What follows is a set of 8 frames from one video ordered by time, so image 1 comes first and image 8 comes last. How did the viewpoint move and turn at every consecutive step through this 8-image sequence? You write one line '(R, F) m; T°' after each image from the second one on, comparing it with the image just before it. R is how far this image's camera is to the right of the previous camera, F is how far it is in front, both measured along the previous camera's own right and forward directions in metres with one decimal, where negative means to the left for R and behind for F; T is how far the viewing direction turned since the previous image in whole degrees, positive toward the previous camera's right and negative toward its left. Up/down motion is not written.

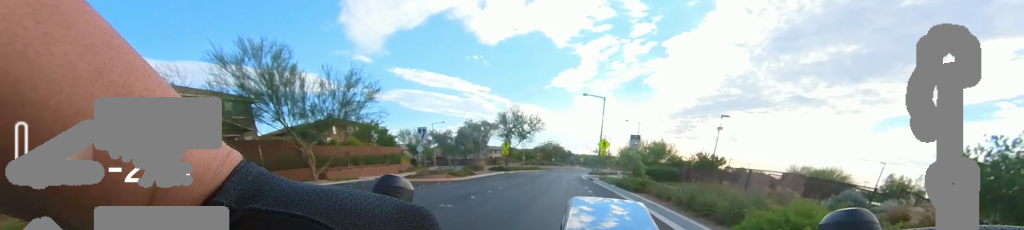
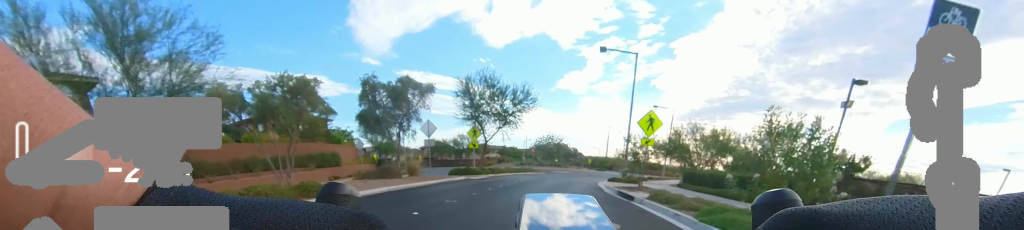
(+1.0, +13.9) m; +4°
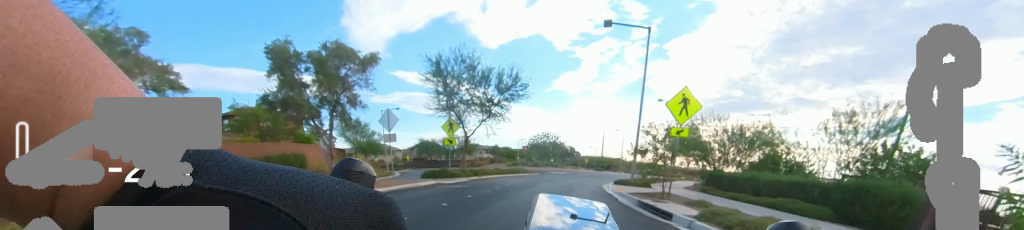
(0.0, +4.1) m; +1°
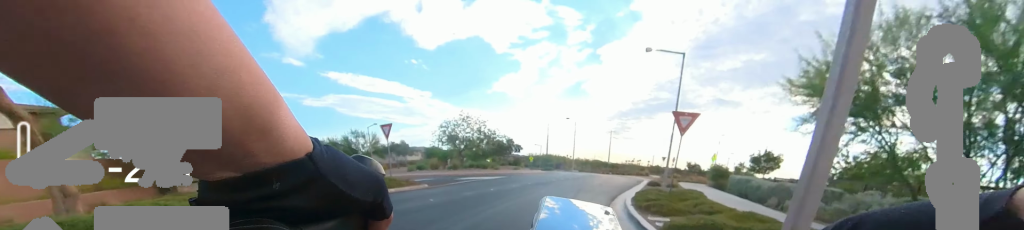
(+1.9, +16.6) m; +7°
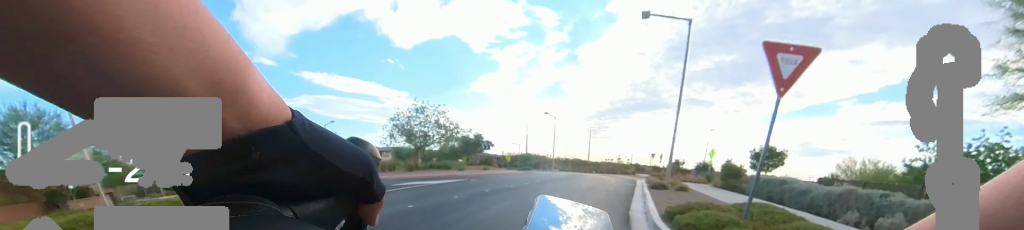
(-0.4, +5.0) m; +6°
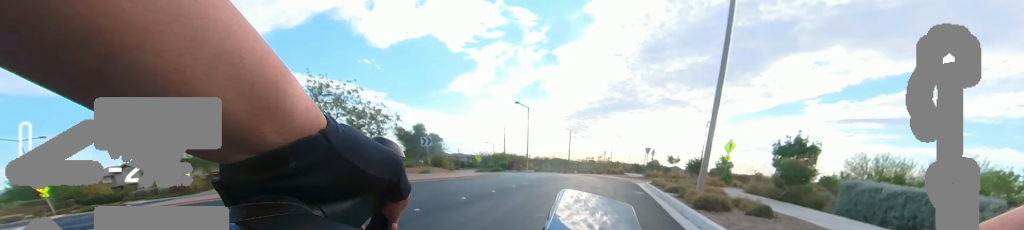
(0.0, +7.4) m; +7°
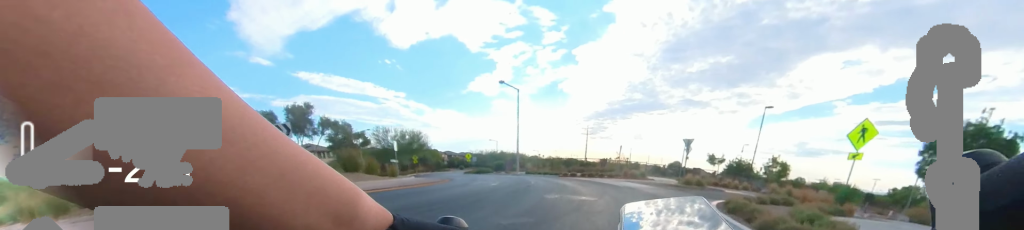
(+0.9, +10.4) m; -6°
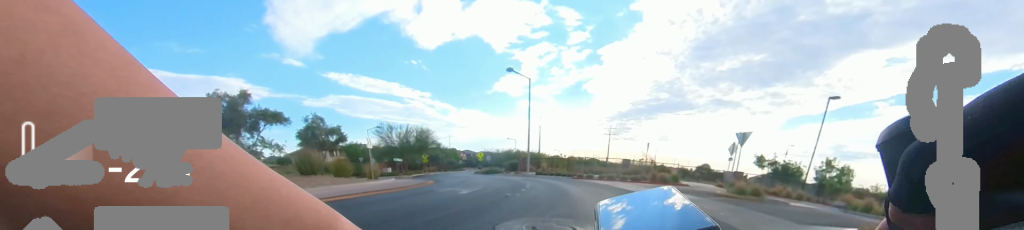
(-1.0, +4.2) m; -6°
